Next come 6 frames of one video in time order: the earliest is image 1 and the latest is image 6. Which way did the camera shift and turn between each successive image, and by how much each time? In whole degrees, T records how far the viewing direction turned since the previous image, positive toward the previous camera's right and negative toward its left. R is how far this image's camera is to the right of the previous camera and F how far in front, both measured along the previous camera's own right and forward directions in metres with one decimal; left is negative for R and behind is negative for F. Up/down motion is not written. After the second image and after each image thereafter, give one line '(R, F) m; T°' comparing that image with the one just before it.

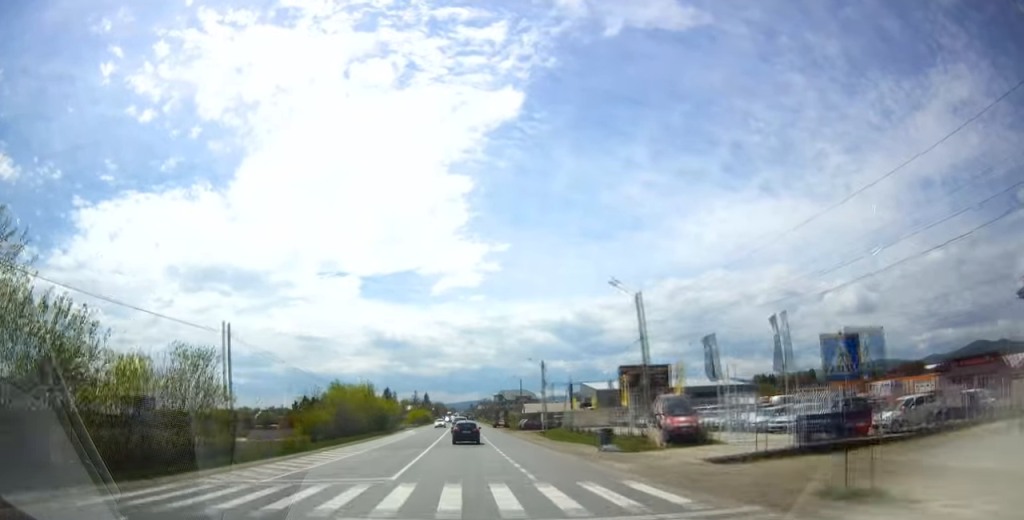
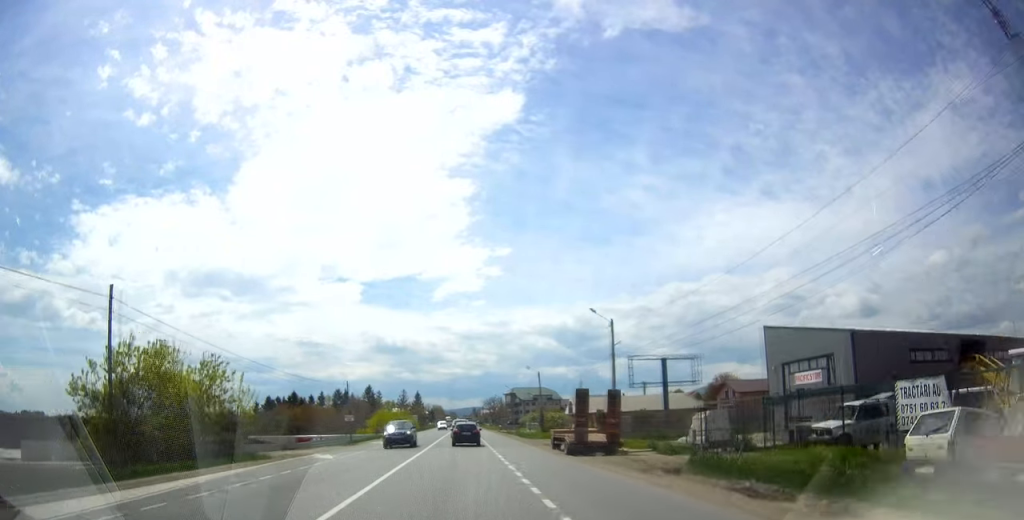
(-1.0, +66.1) m; 0°
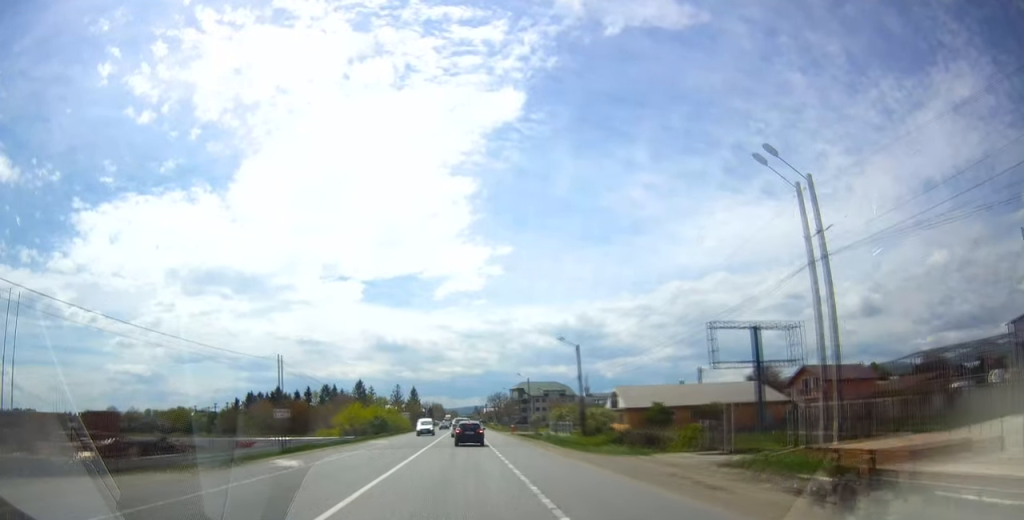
(0.0, +25.8) m; 0°
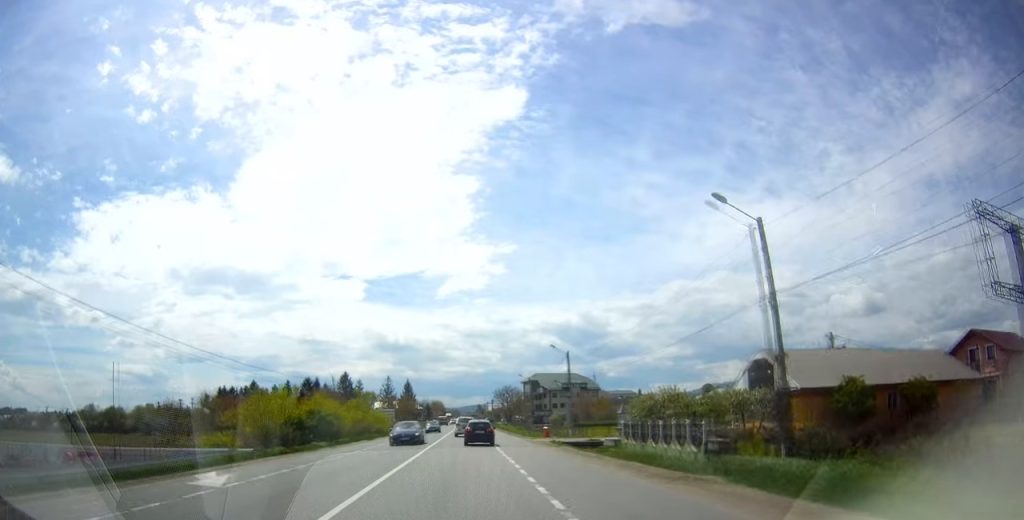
(+0.1, +33.8) m; 0°
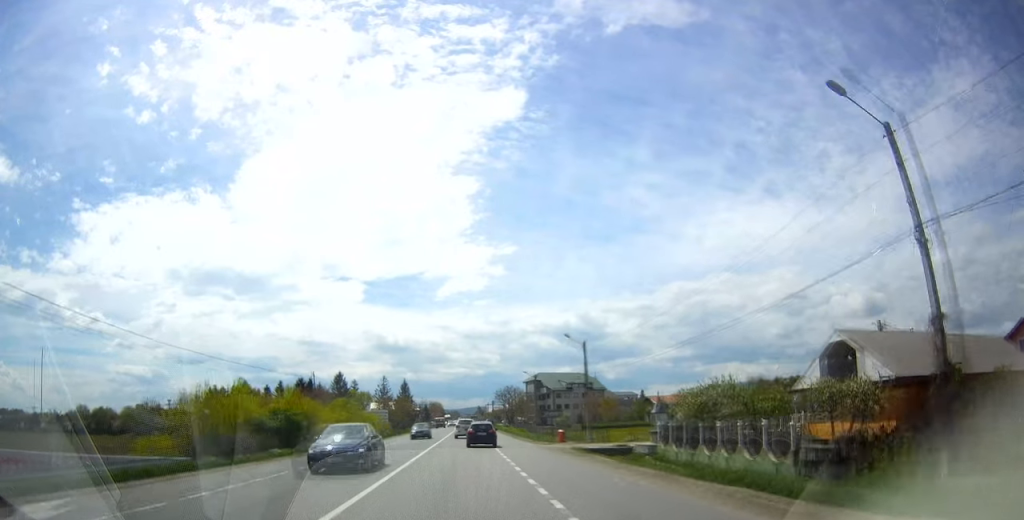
(+0.1, +8.9) m; 0°
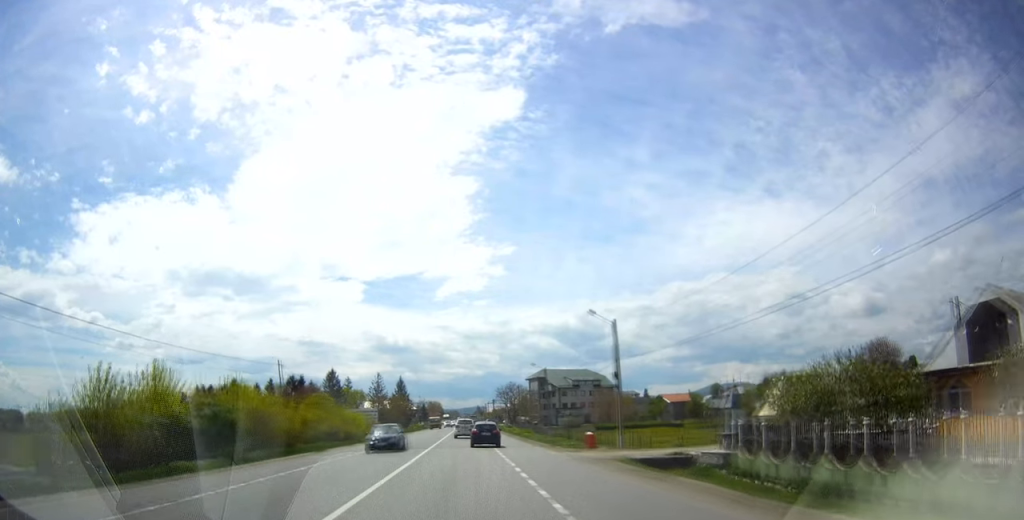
(-0.1, +10.8) m; -1°
